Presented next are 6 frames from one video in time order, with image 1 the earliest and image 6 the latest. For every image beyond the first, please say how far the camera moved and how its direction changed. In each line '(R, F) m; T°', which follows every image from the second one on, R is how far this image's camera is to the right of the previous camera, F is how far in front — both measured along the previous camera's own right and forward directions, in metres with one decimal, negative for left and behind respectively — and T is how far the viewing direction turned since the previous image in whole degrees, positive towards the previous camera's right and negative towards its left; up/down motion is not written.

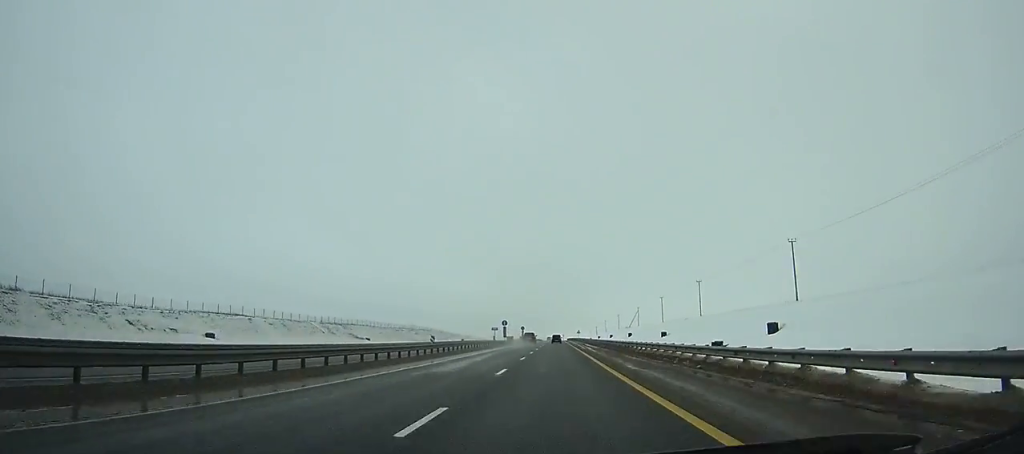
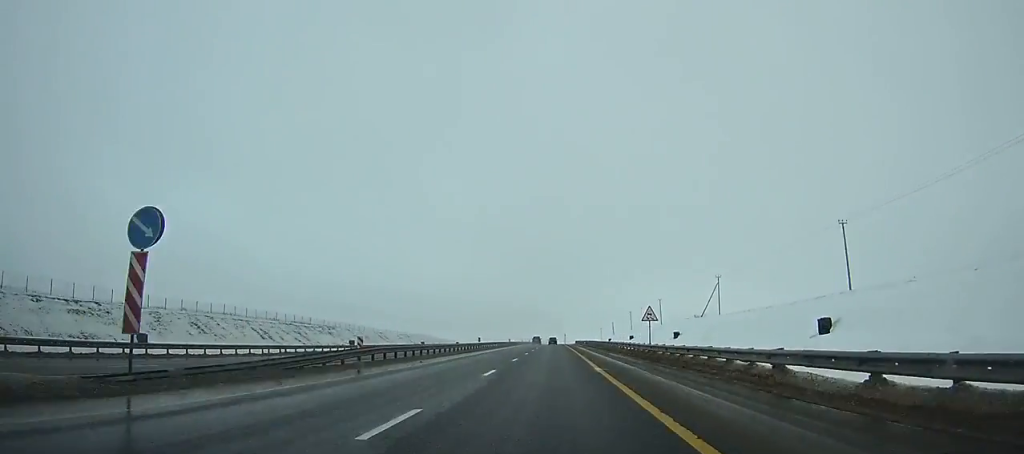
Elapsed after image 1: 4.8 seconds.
(+0.4, +130.9) m; 0°
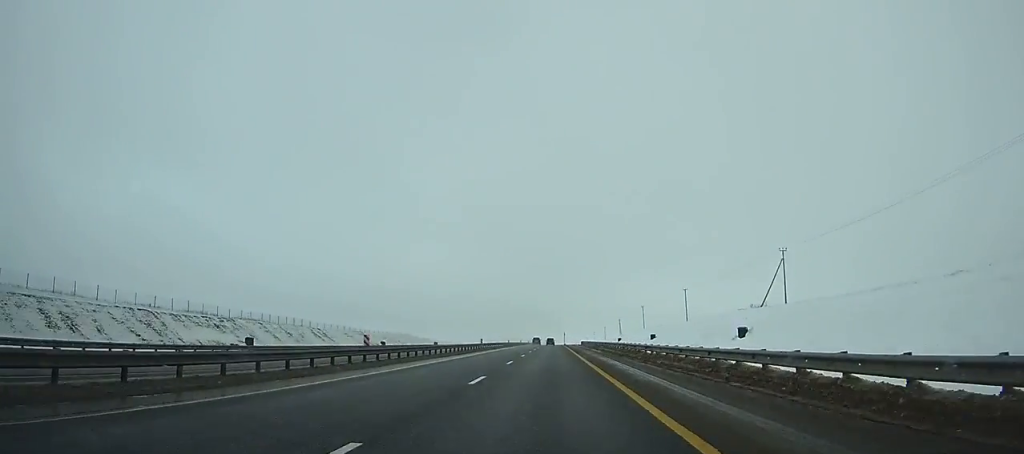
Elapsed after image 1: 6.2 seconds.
(+0.1, +38.0) m; 0°
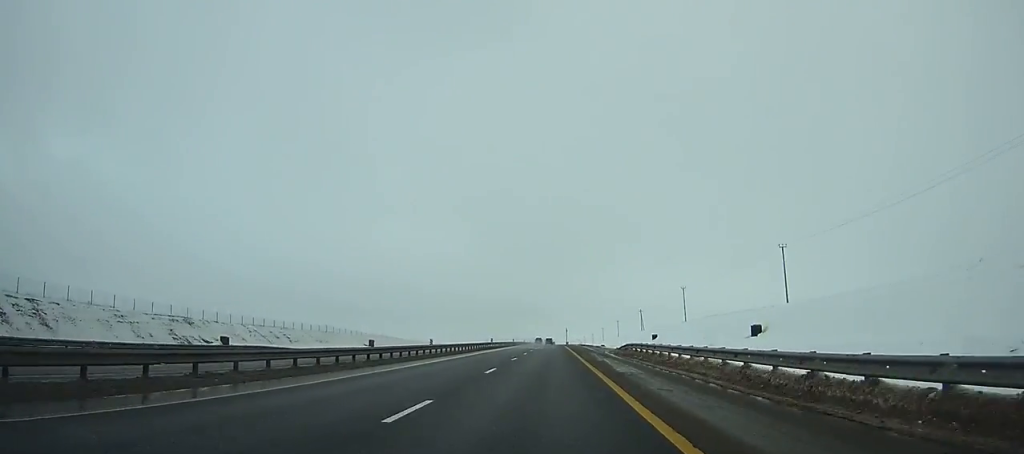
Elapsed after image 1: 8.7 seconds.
(+0.1, +67.6) m; 0°
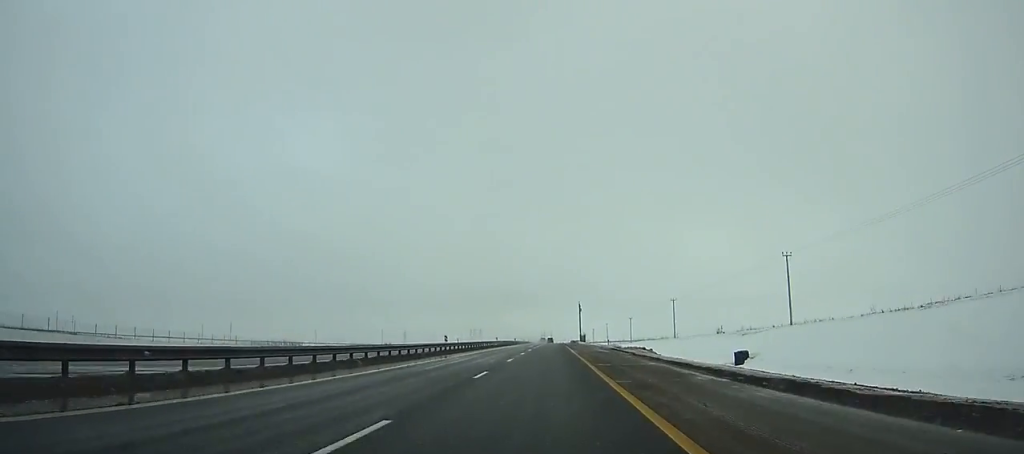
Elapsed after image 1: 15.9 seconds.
(-0.3, +194.3) m; 0°
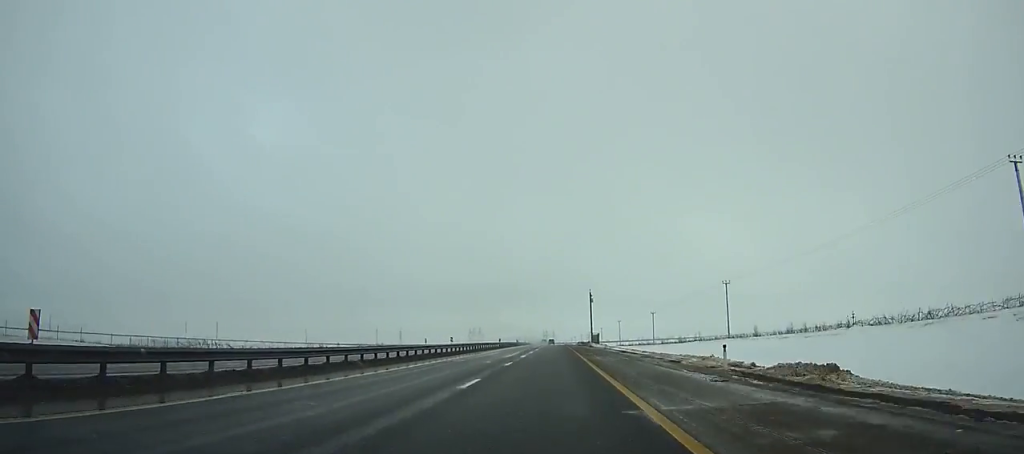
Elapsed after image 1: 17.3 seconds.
(+0.1, +37.9) m; 0°
